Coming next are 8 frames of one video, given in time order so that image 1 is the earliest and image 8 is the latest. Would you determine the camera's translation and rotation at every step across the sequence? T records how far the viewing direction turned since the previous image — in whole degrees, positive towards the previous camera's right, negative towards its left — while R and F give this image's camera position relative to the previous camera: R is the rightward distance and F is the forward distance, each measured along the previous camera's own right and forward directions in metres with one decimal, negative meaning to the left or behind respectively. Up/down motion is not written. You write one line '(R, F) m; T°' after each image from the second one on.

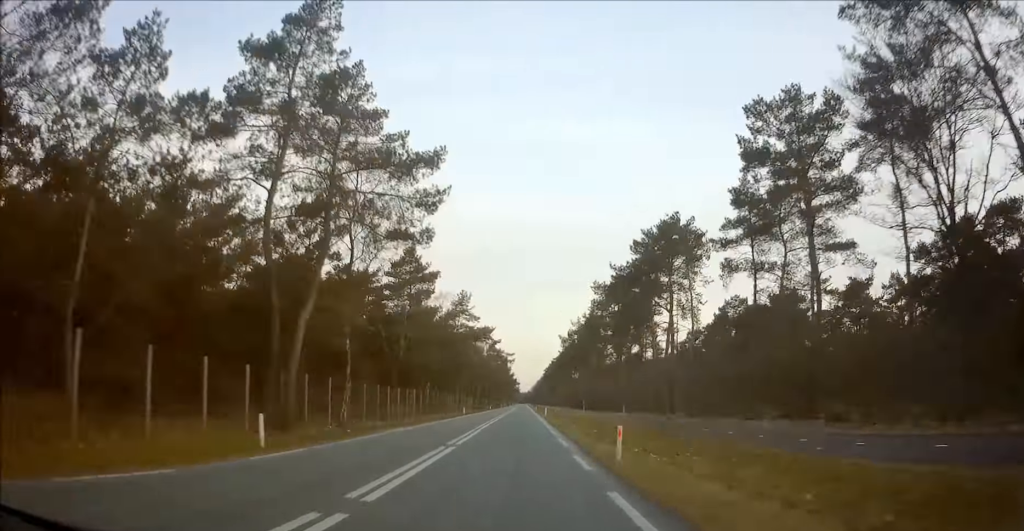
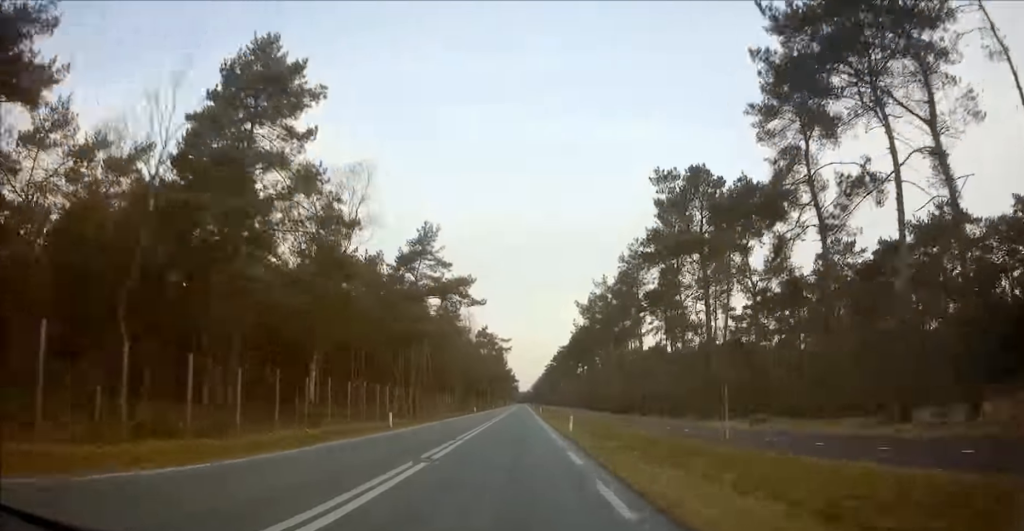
(0.0, +34.8) m; 0°
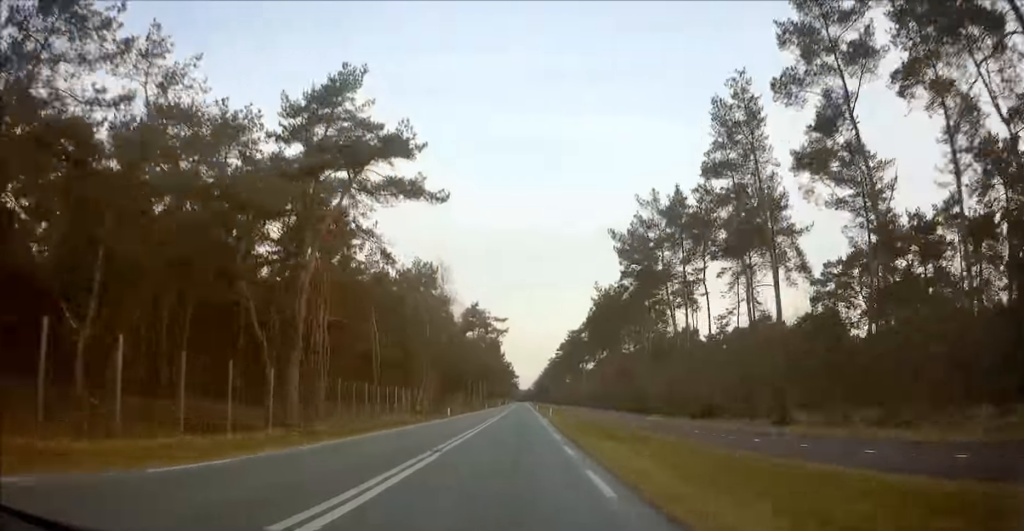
(0.0, +28.5) m; 0°
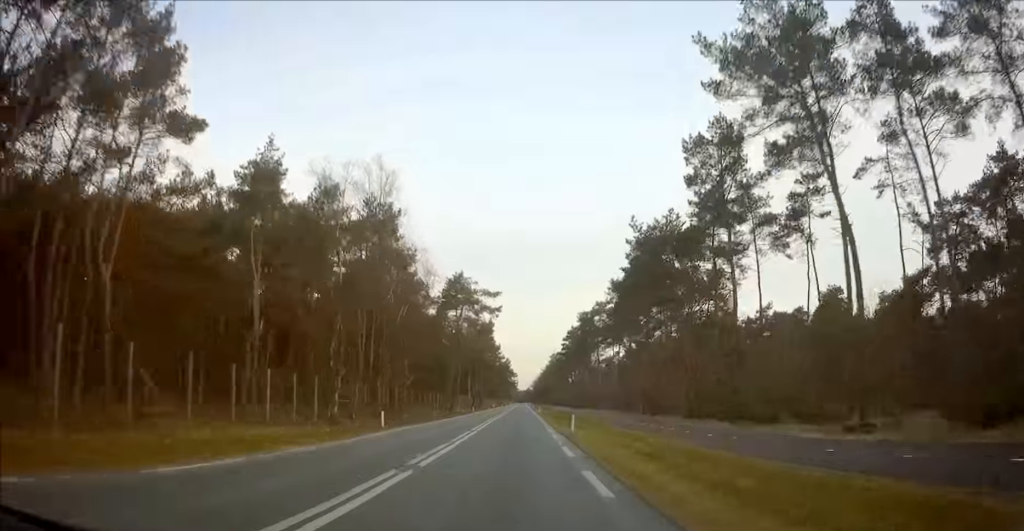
(+0.1, +23.8) m; 0°
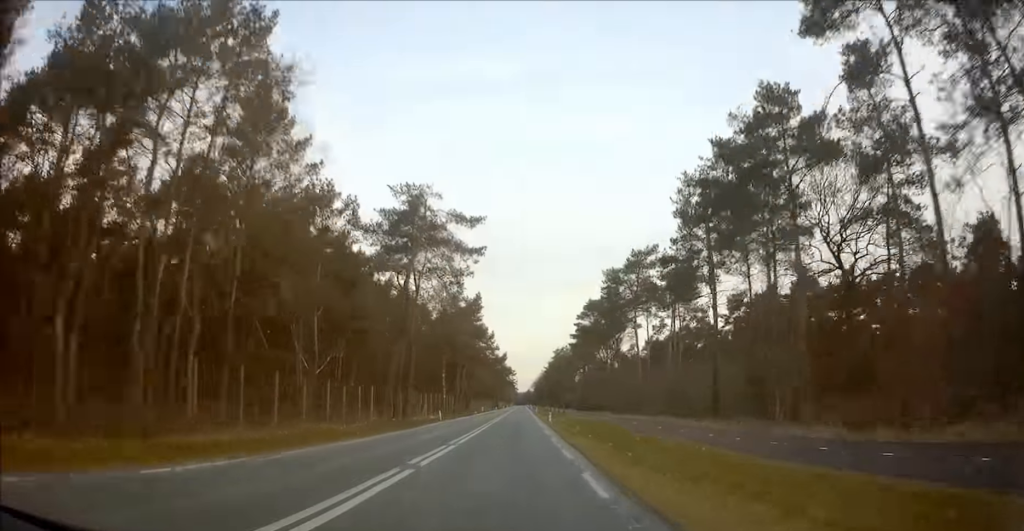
(+0.1, +30.1) m; 0°
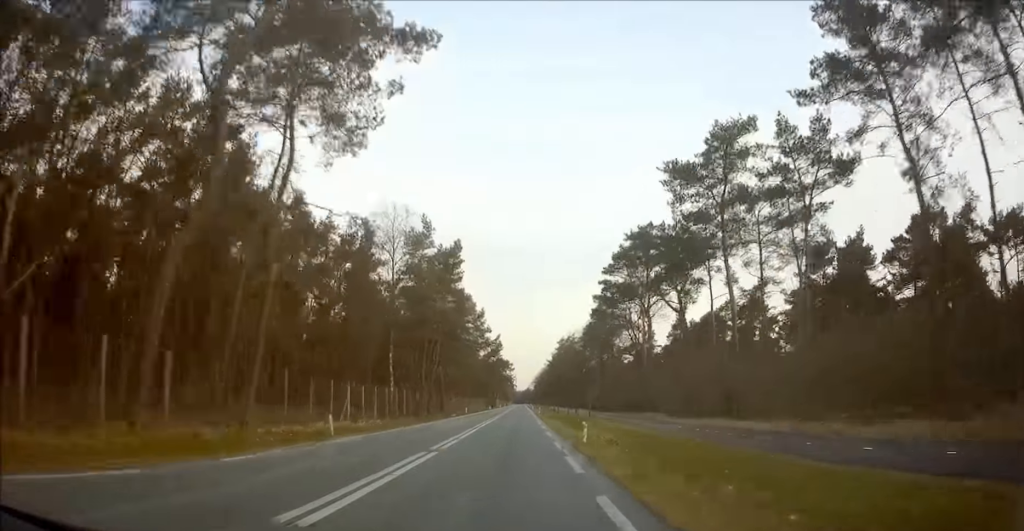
(-0.1, +26.9) m; 0°
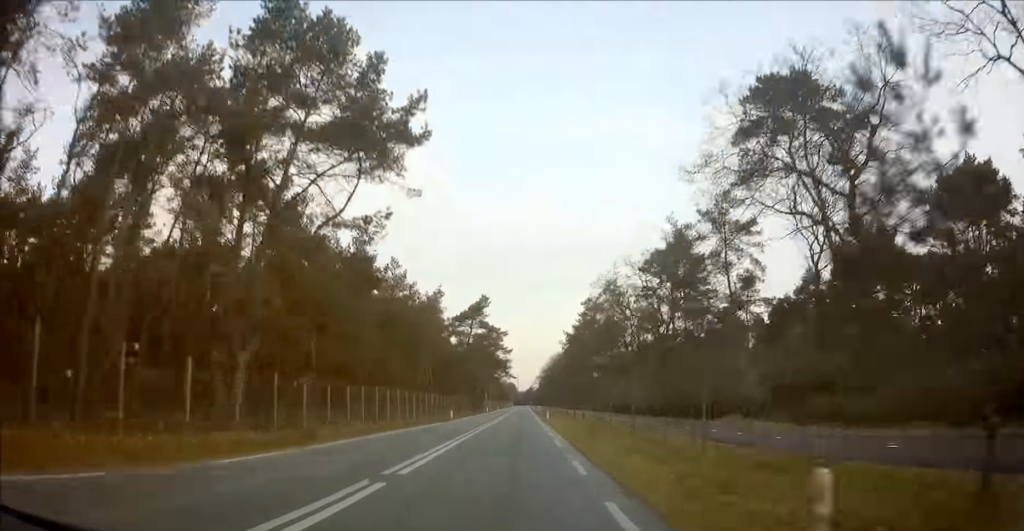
(0.0, +66.3) m; 0°
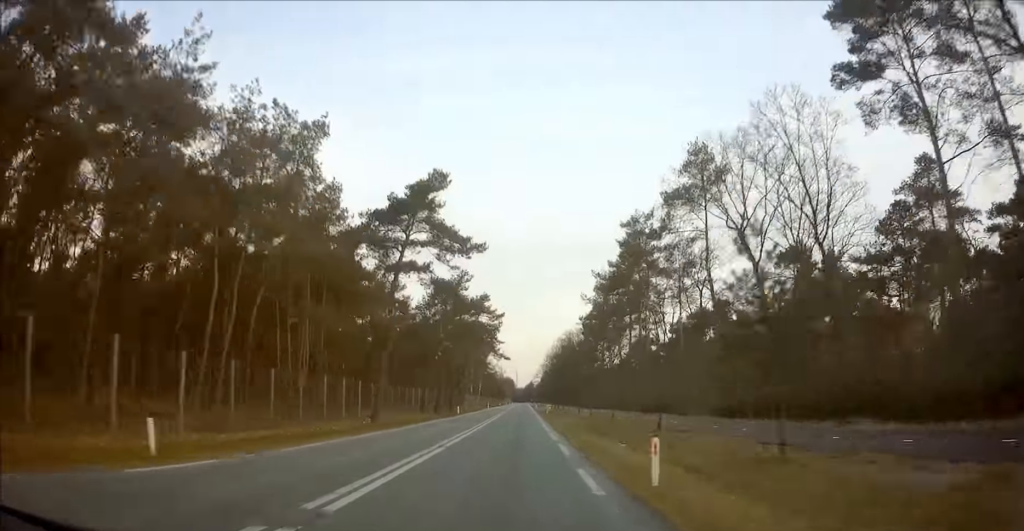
(-0.2, +44.1) m; 0°
